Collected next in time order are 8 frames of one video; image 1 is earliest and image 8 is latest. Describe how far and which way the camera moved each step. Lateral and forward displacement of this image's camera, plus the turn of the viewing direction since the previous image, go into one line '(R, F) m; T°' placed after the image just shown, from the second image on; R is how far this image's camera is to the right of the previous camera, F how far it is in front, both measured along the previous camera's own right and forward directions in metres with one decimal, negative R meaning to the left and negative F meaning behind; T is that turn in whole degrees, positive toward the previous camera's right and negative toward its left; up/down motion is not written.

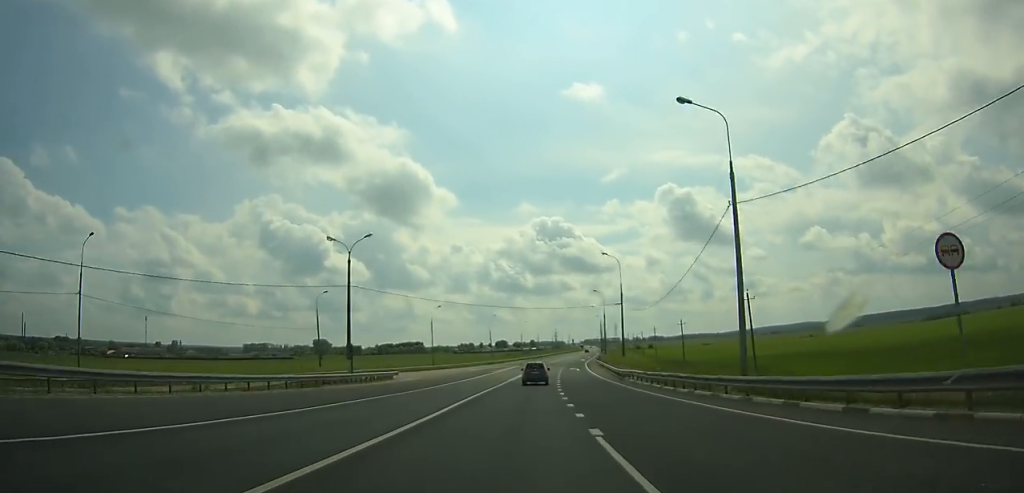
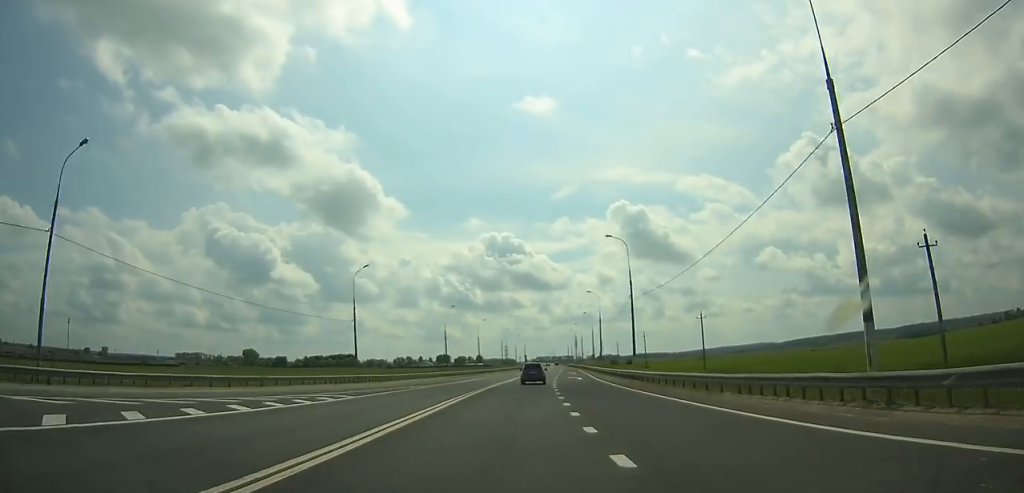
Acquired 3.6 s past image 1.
(+3.2, +79.0) m; +4°
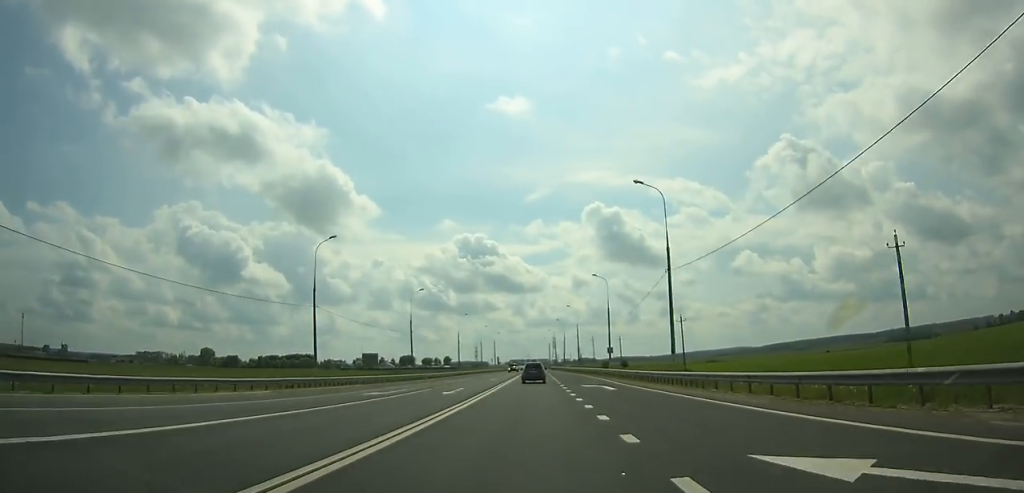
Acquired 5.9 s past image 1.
(+1.1, +51.4) m; +2°
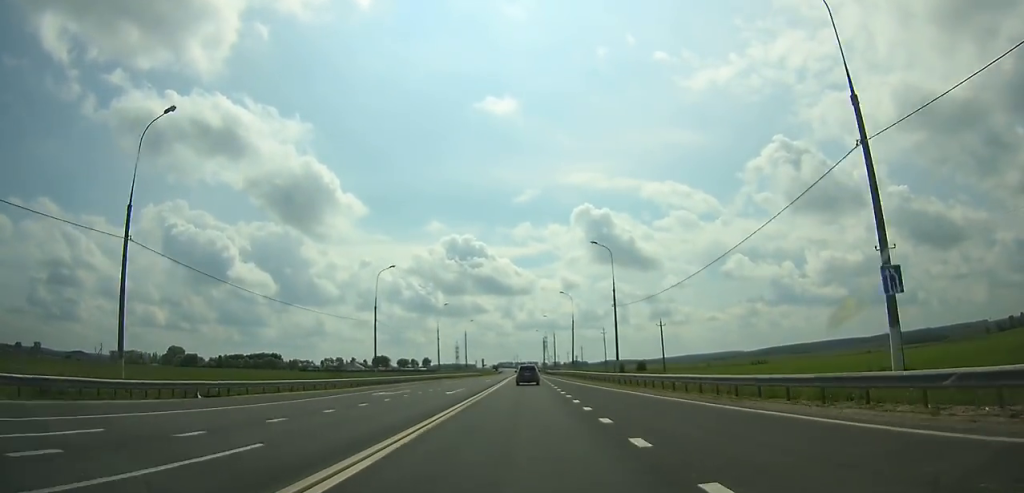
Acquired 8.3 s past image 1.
(+0.7, +54.5) m; +1°
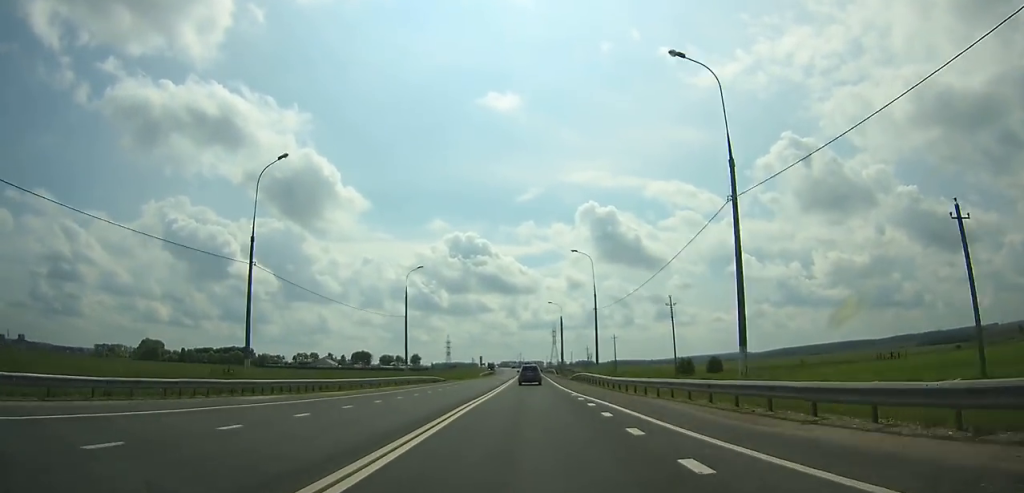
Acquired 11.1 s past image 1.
(+0.4, +63.2) m; 0°
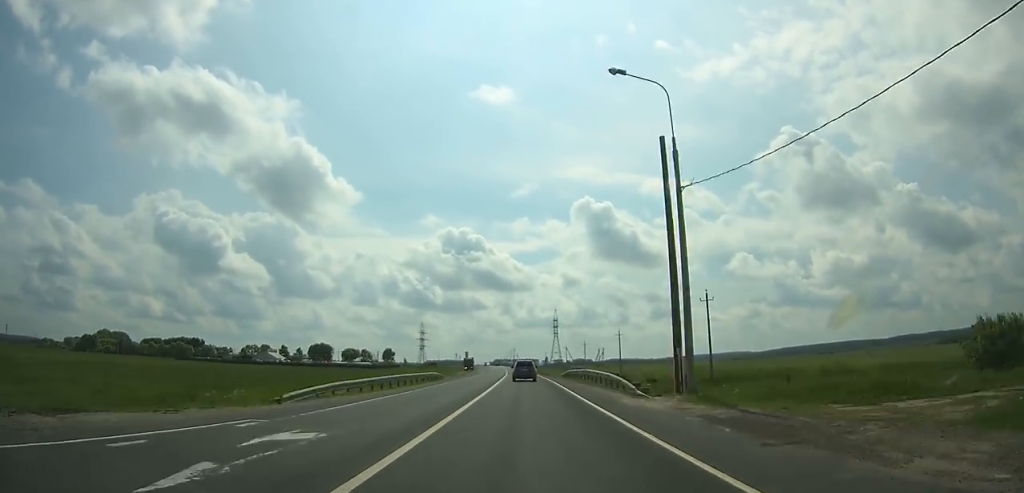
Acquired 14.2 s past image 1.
(+0.1, +71.5) m; 0°
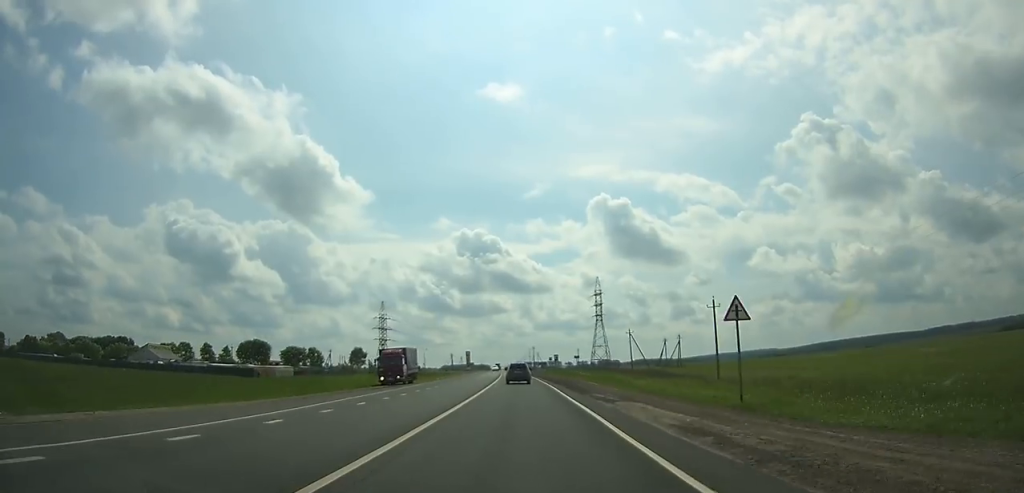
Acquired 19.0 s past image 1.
(-0.9, +106.0) m; -2°
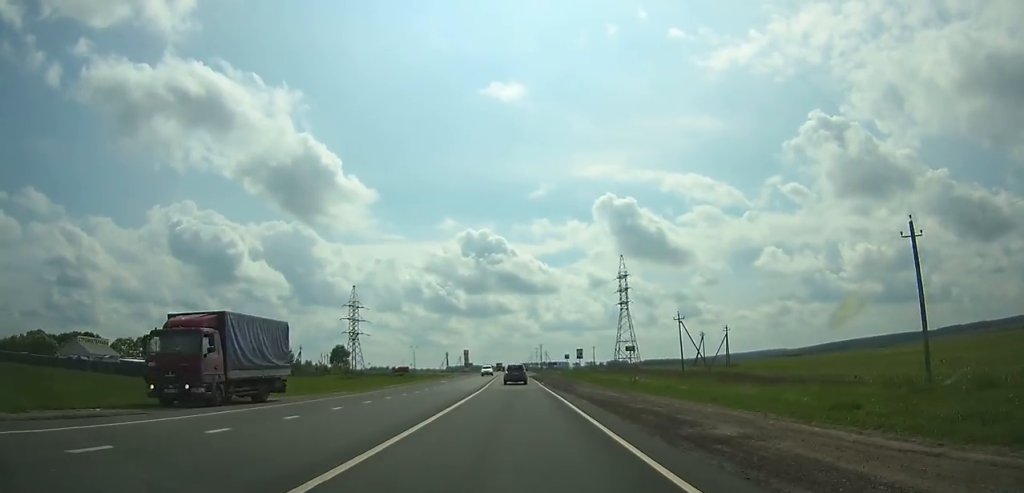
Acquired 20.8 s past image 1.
(-0.3, +36.1) m; -1°
